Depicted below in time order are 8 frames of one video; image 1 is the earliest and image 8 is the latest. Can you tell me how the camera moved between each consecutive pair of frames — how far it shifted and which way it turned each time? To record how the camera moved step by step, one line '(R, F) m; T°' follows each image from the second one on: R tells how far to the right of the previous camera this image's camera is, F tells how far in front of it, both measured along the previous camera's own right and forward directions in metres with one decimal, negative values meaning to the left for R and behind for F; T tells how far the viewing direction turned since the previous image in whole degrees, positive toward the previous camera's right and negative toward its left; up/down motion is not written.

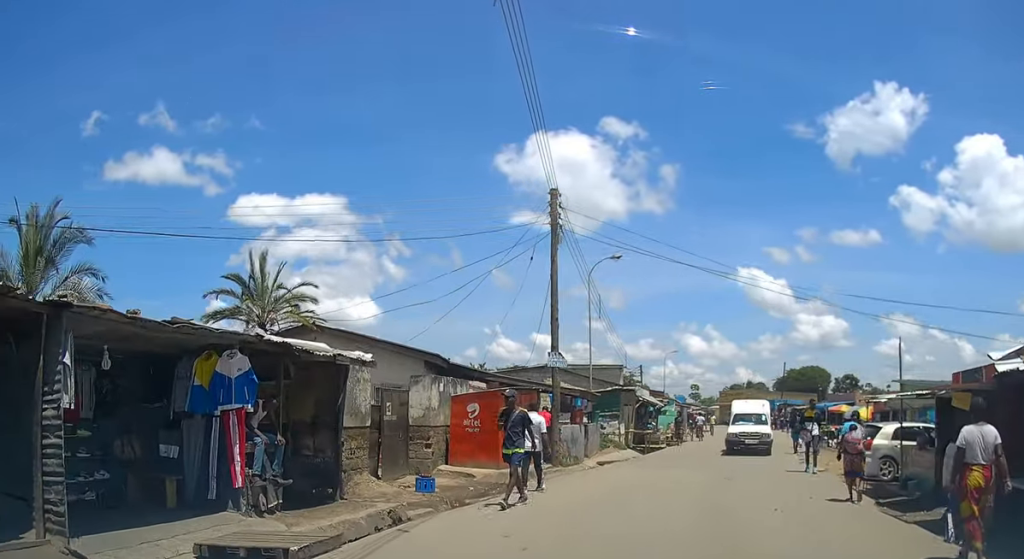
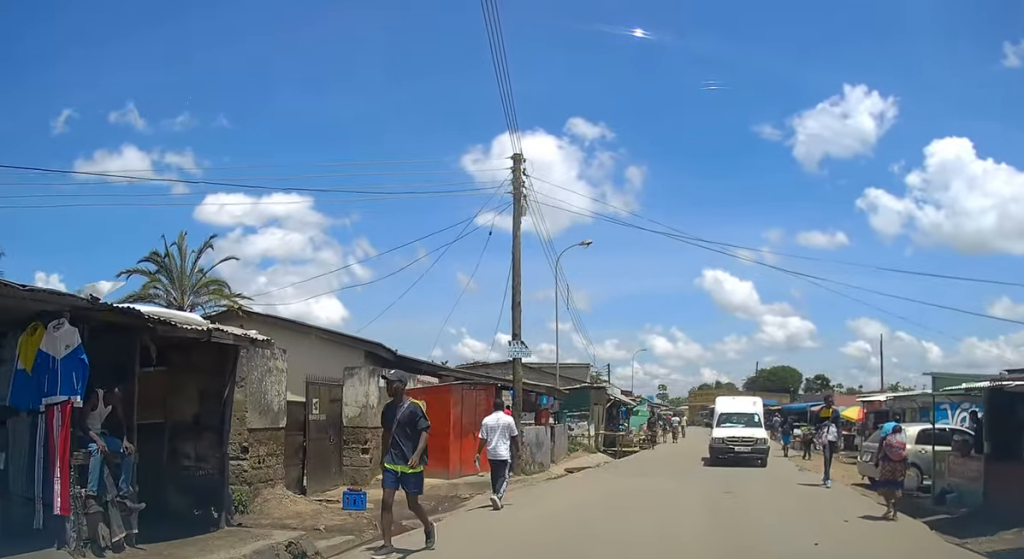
(+0.1, +3.0) m; +4°
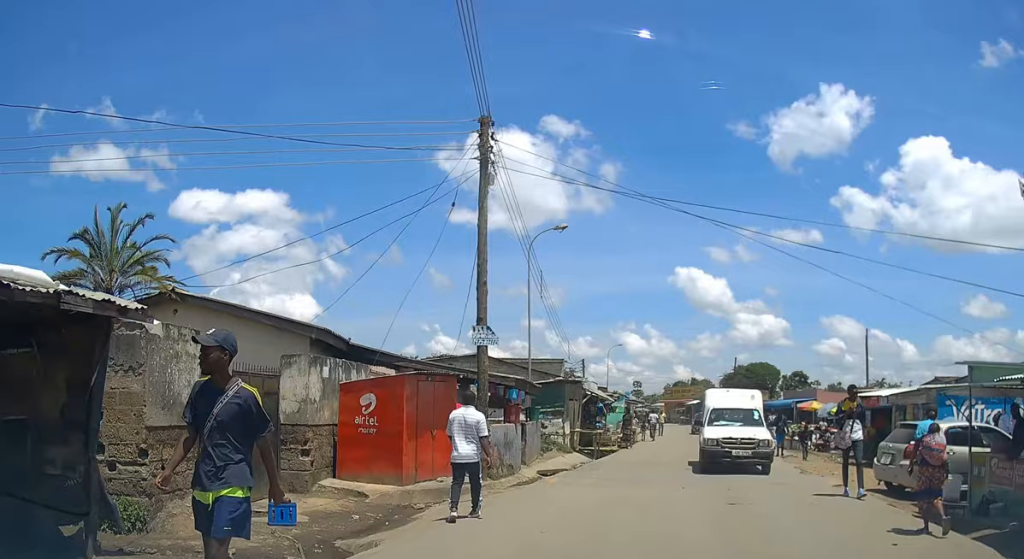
(0.0, +2.2) m; +3°
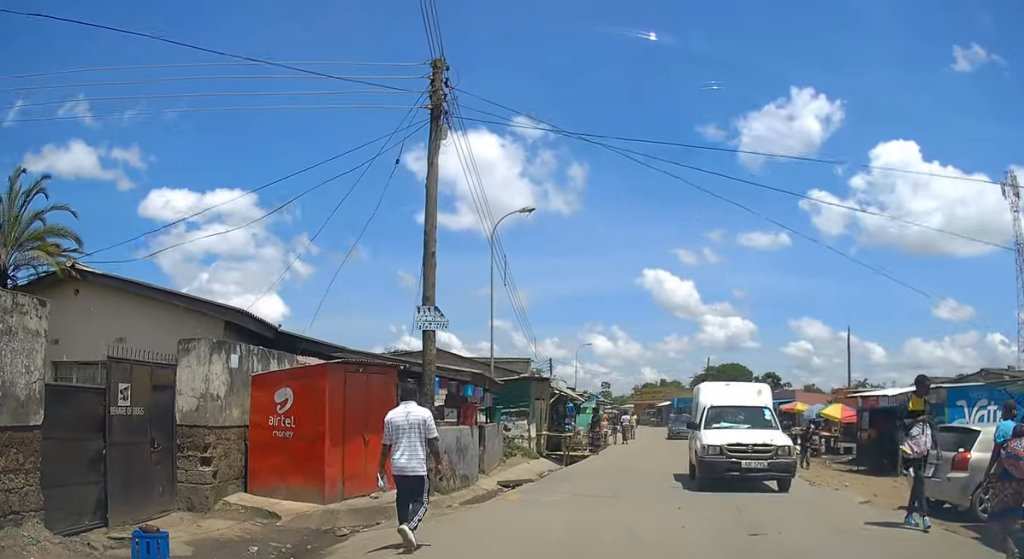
(+0.2, +2.7) m; +2°
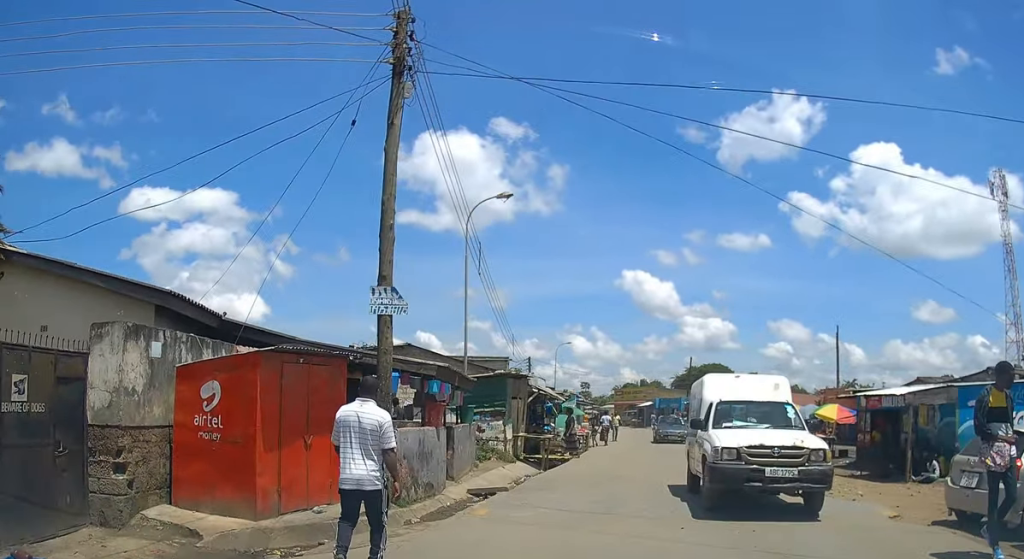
(0.0, +1.8) m; +1°
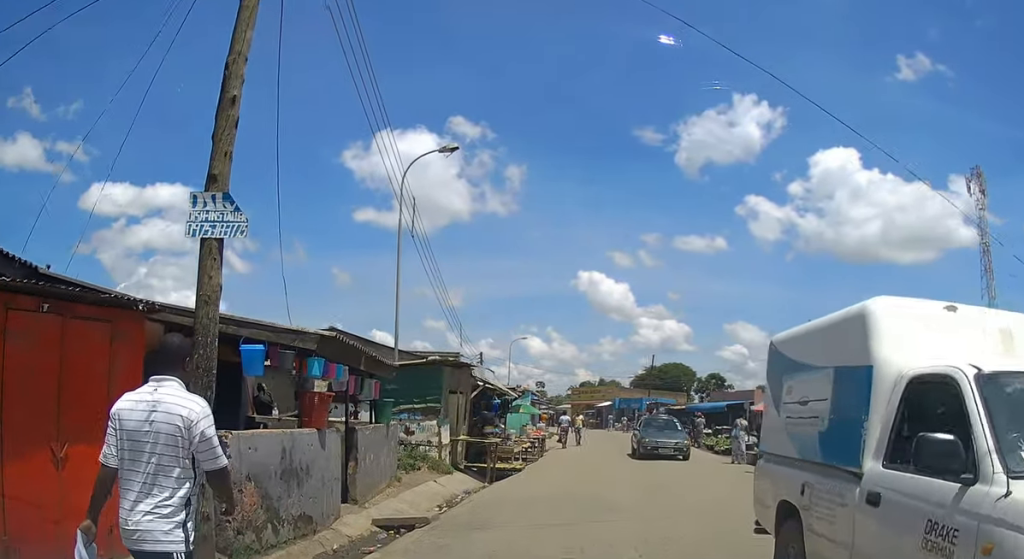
(+0.1, +4.6) m; +2°
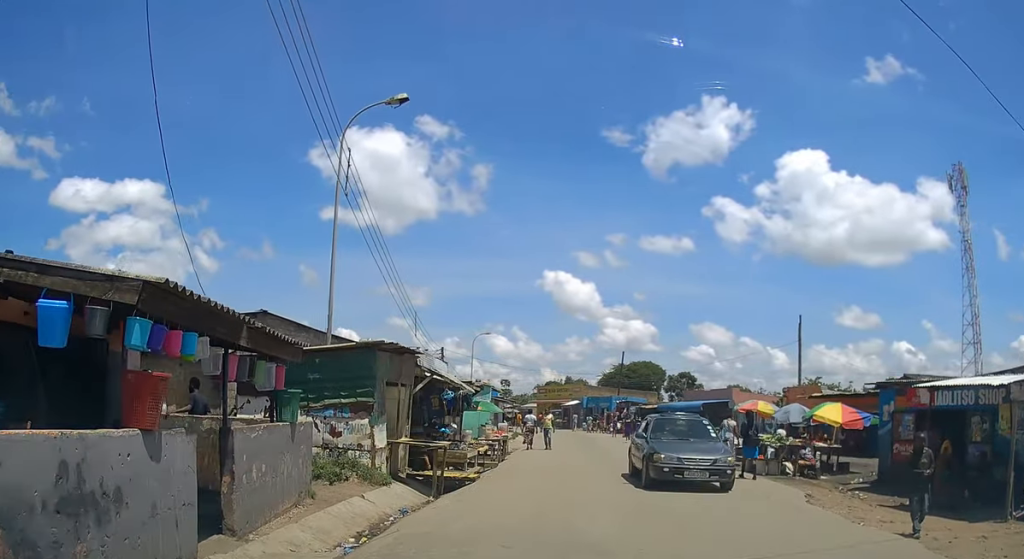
(0.0, +3.4) m; -1°
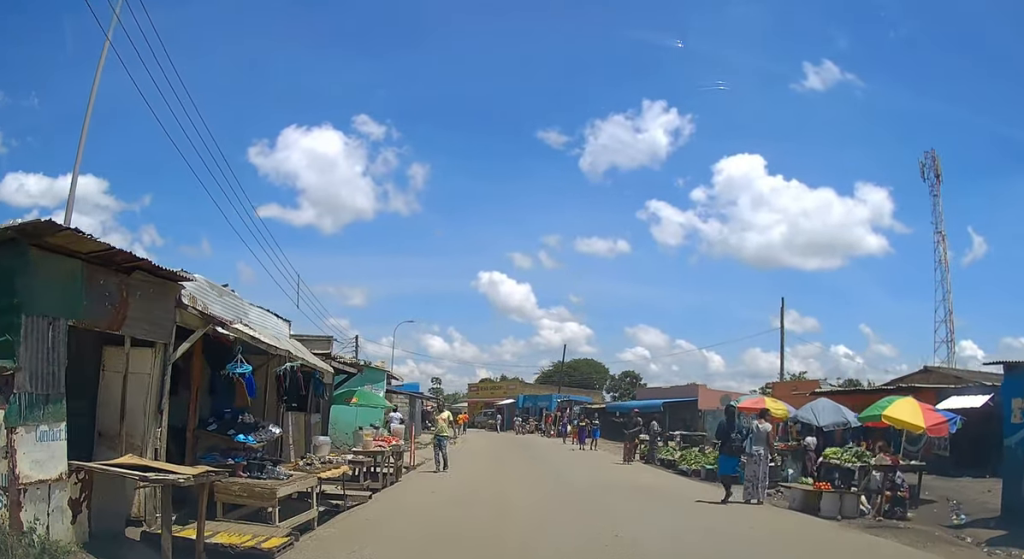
(+1.0, +8.2) m; +11°
